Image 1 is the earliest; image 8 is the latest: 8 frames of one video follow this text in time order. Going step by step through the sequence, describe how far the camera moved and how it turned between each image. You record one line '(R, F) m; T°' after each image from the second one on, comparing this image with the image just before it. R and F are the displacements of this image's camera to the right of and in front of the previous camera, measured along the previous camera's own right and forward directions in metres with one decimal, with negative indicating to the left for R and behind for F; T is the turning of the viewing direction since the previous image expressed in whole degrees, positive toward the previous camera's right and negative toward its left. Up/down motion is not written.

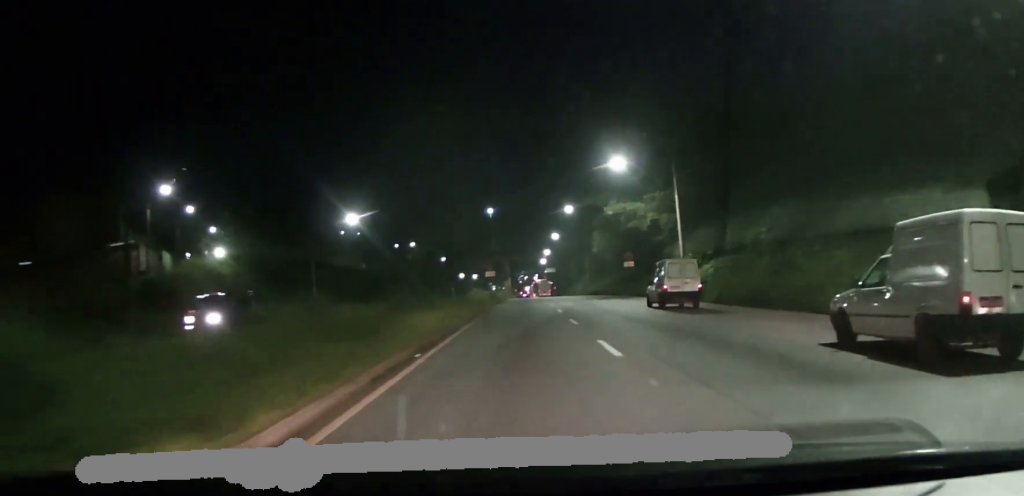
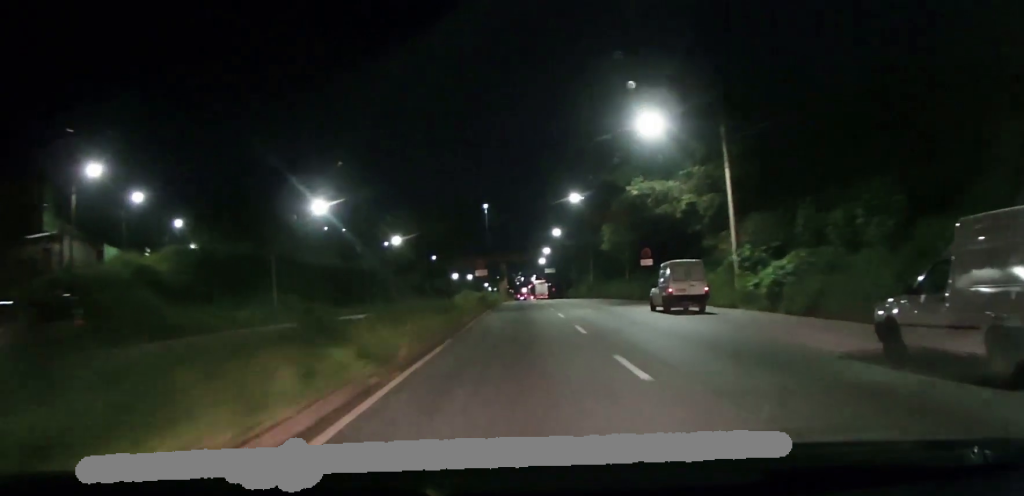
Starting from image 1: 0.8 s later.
(+0.1, +11.3) m; +1°
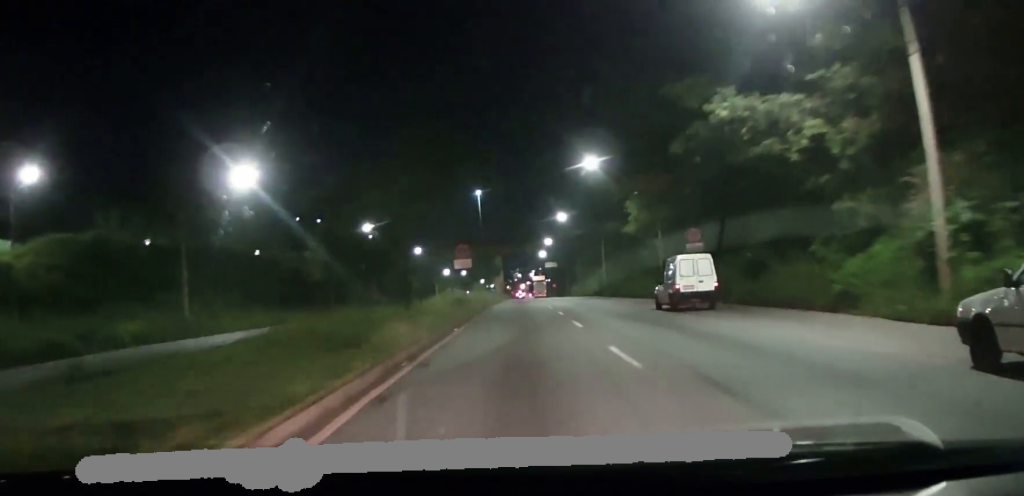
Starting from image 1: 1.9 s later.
(+0.2, +16.7) m; -1°
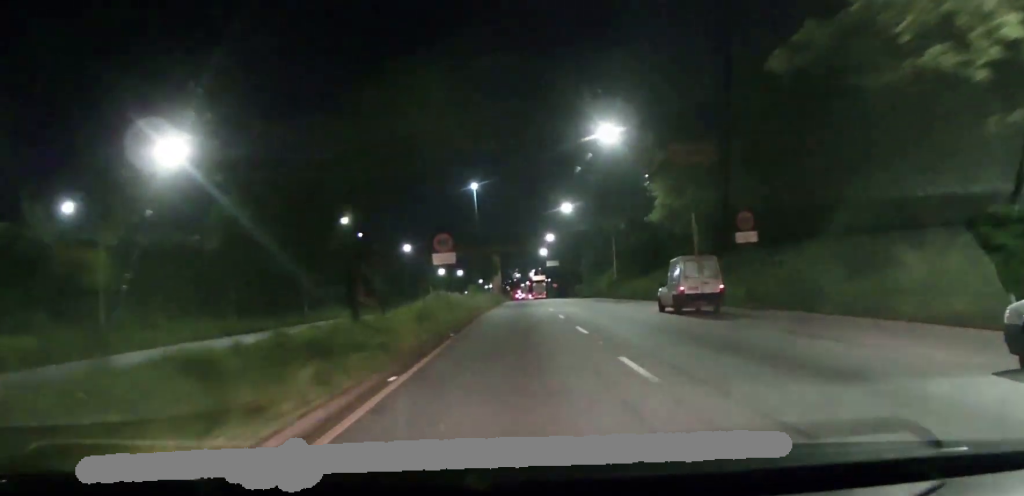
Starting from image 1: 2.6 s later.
(-0.2, +9.9) m; -1°
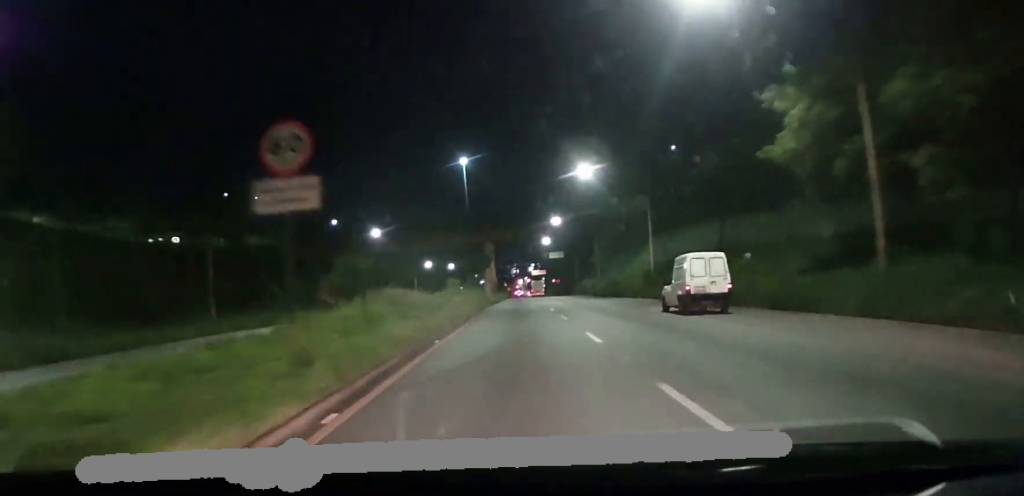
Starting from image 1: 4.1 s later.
(+0.5, +20.7) m; +3°
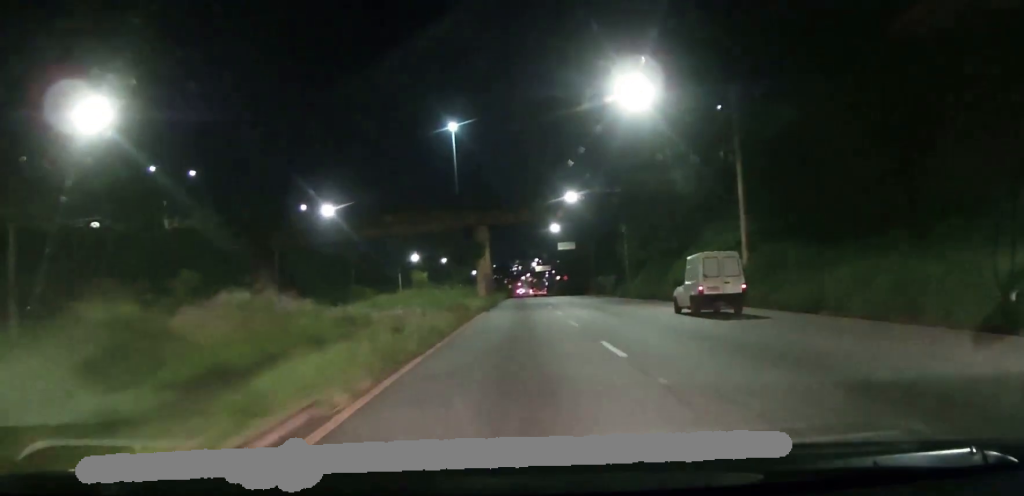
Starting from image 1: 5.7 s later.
(0.0, +20.7) m; -1°
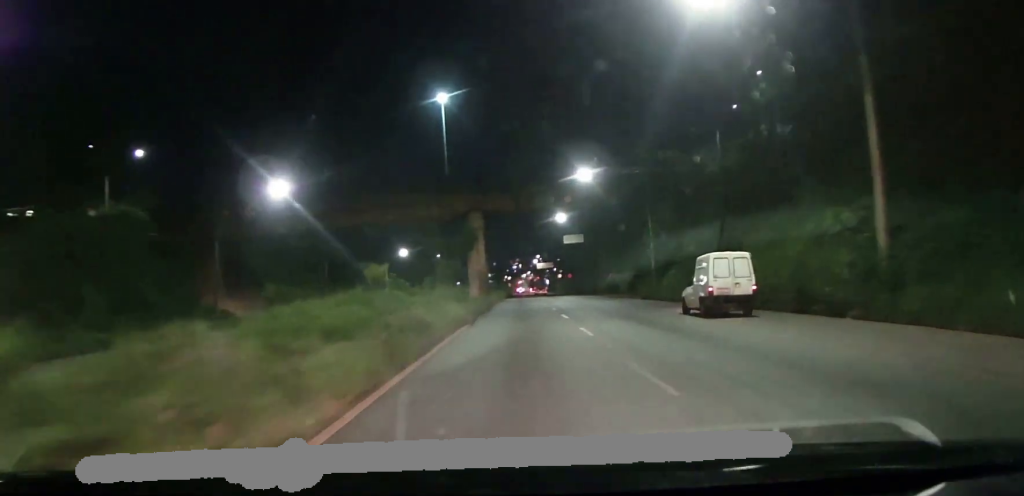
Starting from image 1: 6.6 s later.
(0.0, +12.1) m; -1°
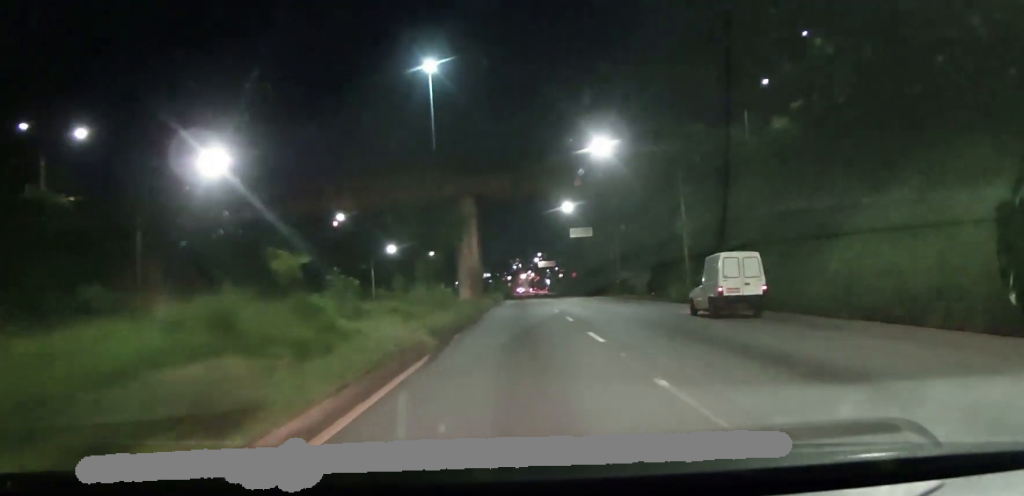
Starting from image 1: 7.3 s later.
(-0.2, +10.4) m; -1°
